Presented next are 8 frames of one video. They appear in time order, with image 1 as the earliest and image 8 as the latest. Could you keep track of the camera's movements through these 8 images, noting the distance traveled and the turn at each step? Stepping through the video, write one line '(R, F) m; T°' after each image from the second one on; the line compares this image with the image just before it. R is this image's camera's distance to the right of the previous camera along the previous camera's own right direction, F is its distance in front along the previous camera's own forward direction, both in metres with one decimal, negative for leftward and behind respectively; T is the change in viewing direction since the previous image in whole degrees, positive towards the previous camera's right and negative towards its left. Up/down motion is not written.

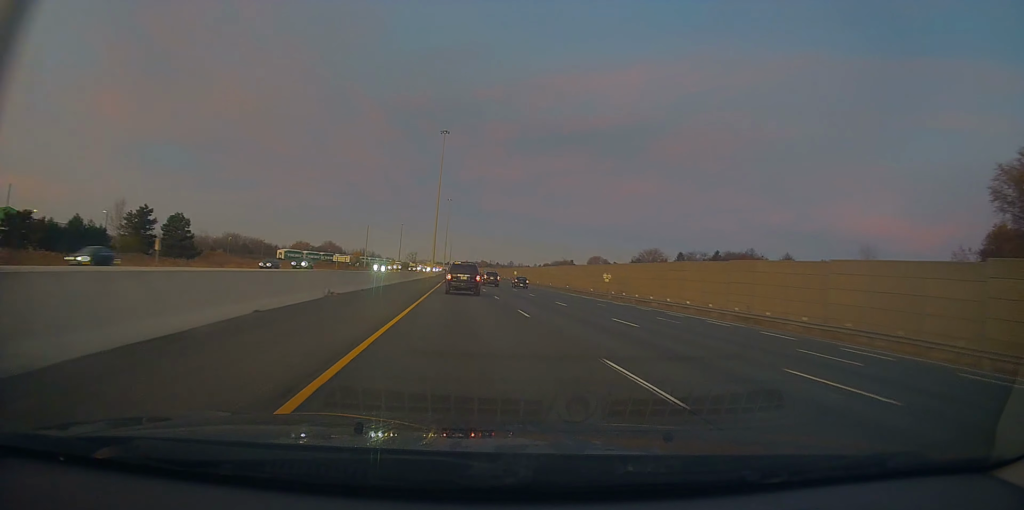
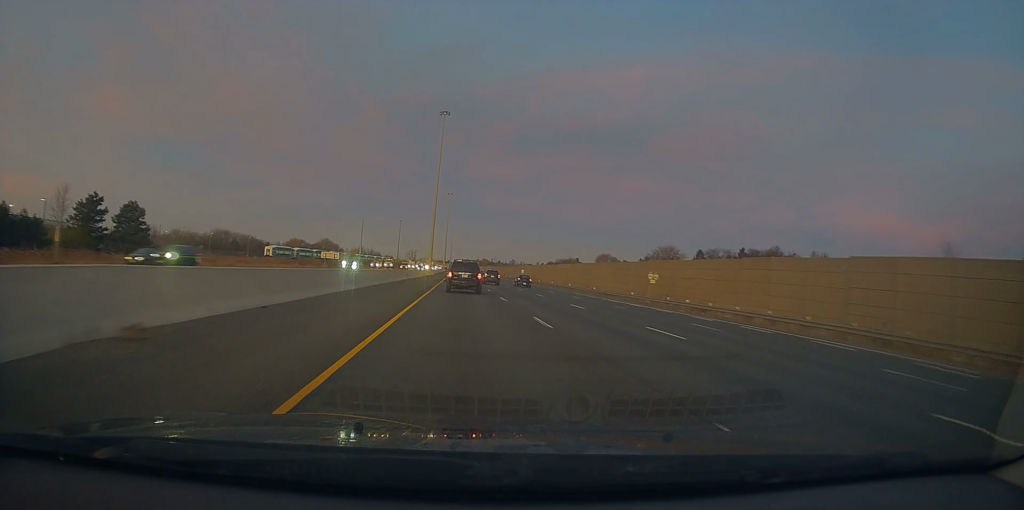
(0.0, +19.0) m; 0°
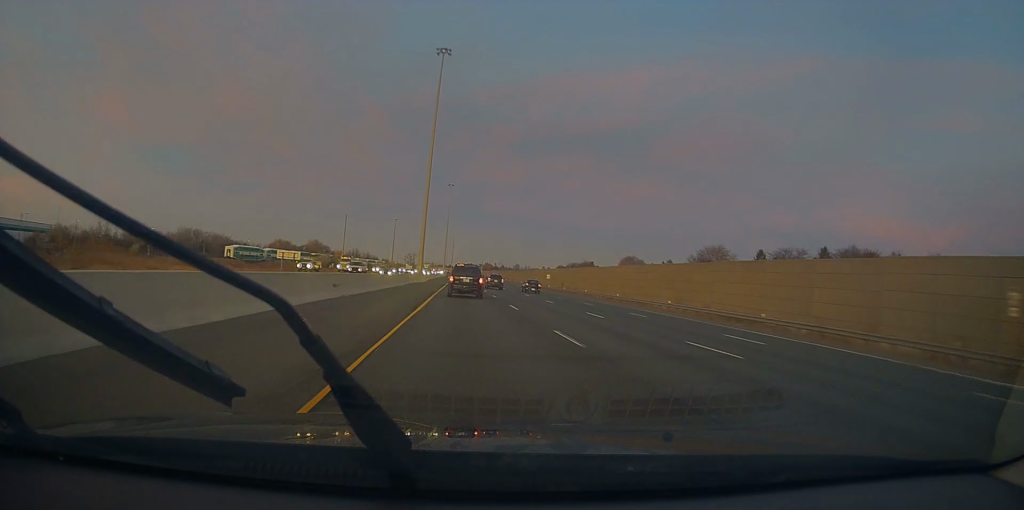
(0.0, +47.5) m; 0°
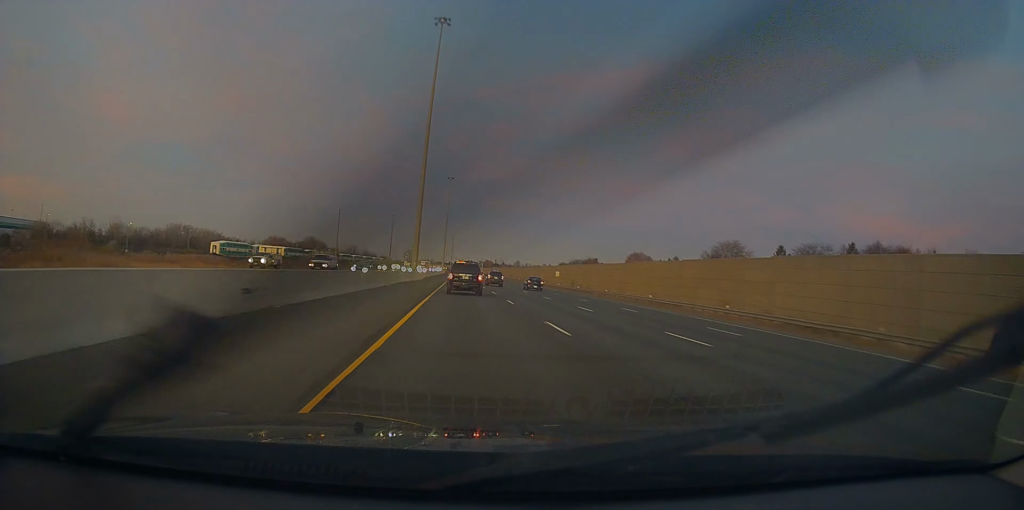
(0.0, +12.0) m; 0°
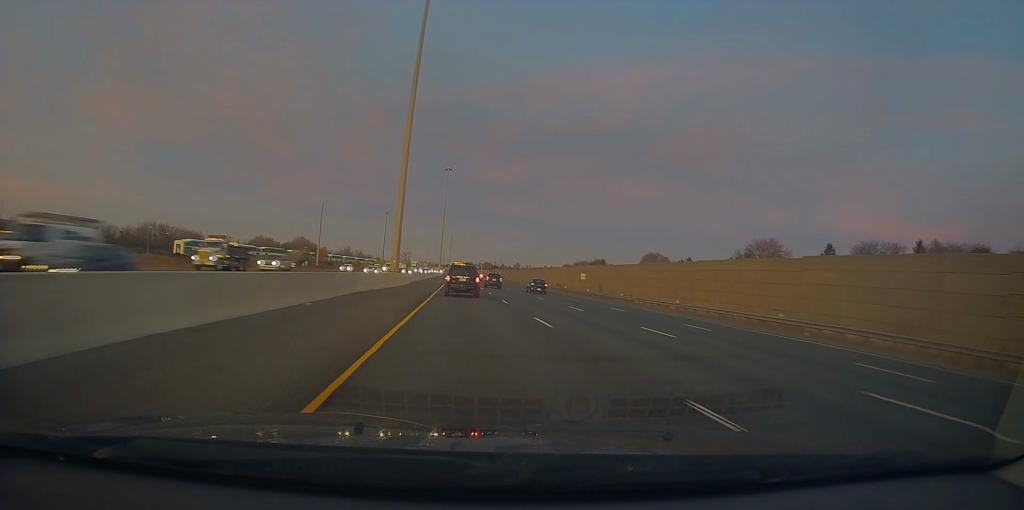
(+0.1, +23.7) m; 0°
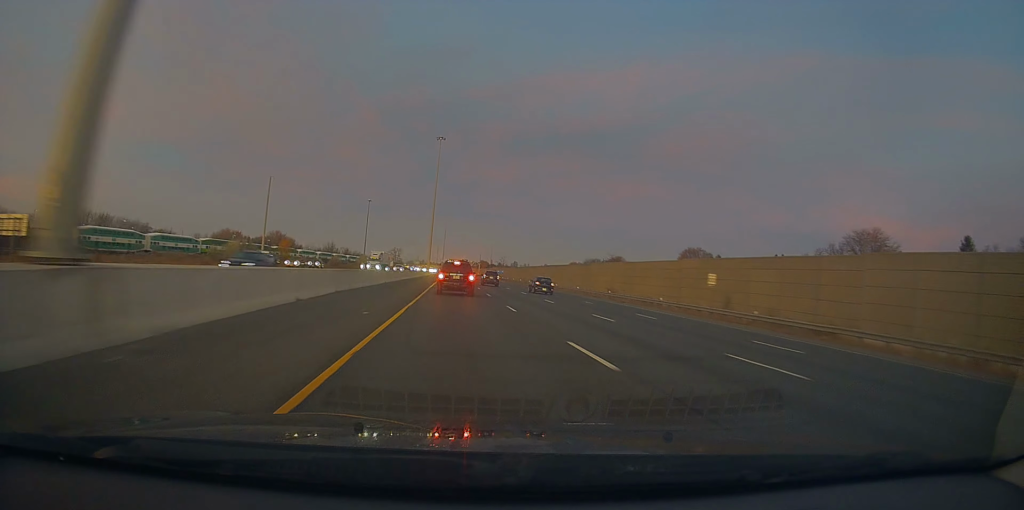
(0.0, +44.3) m; 0°
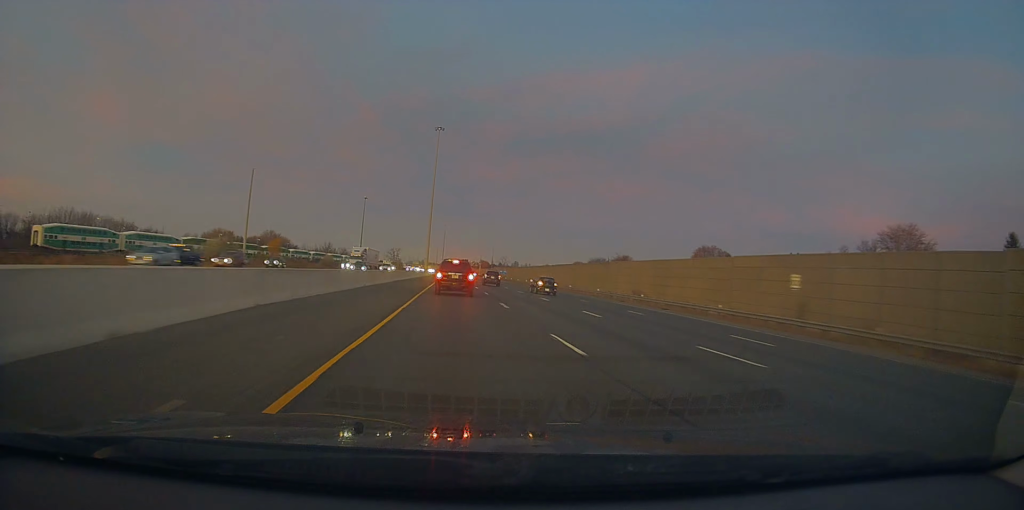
(0.0, +10.9) m; 0°
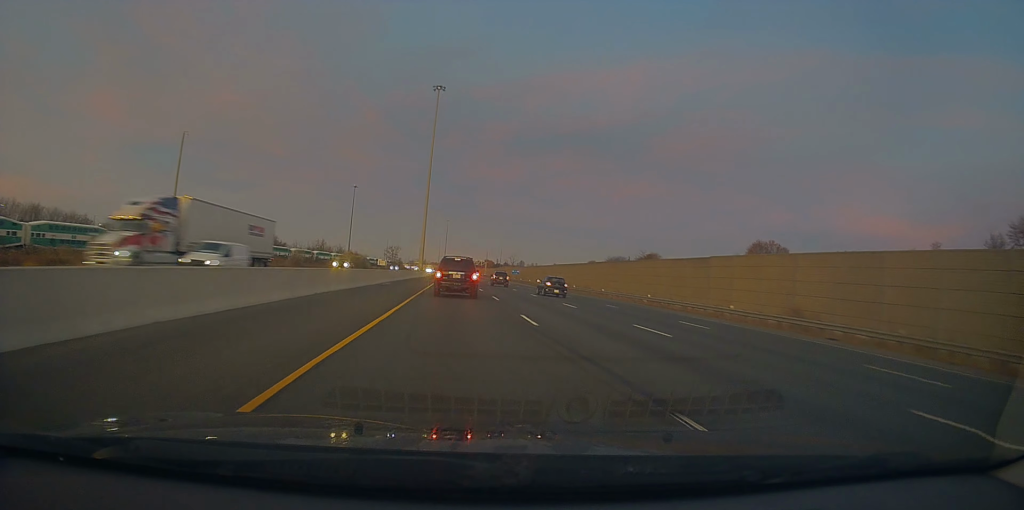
(-0.1, +28.7) m; -1°
